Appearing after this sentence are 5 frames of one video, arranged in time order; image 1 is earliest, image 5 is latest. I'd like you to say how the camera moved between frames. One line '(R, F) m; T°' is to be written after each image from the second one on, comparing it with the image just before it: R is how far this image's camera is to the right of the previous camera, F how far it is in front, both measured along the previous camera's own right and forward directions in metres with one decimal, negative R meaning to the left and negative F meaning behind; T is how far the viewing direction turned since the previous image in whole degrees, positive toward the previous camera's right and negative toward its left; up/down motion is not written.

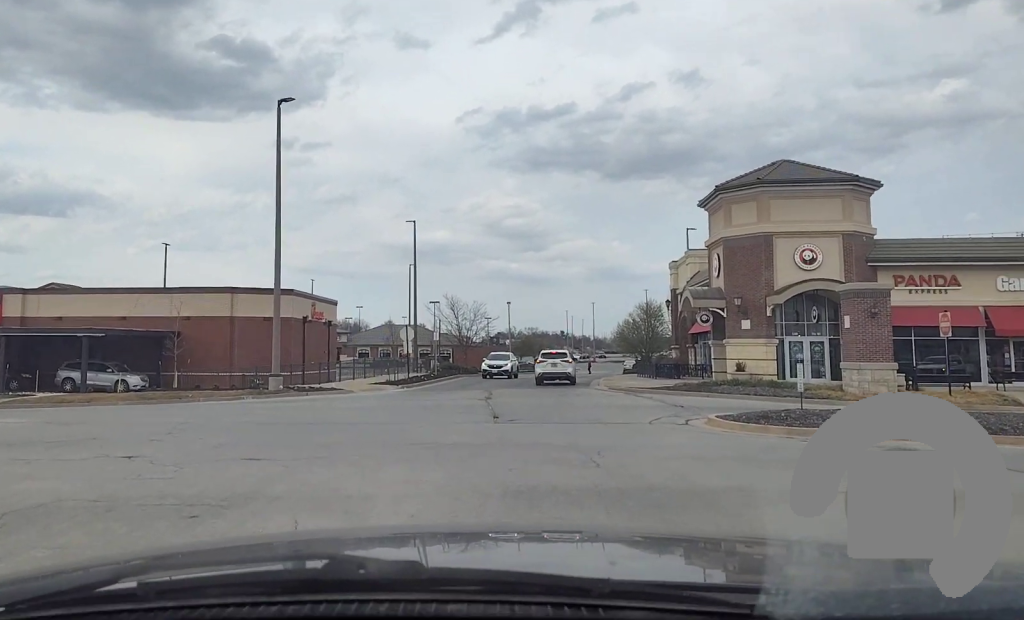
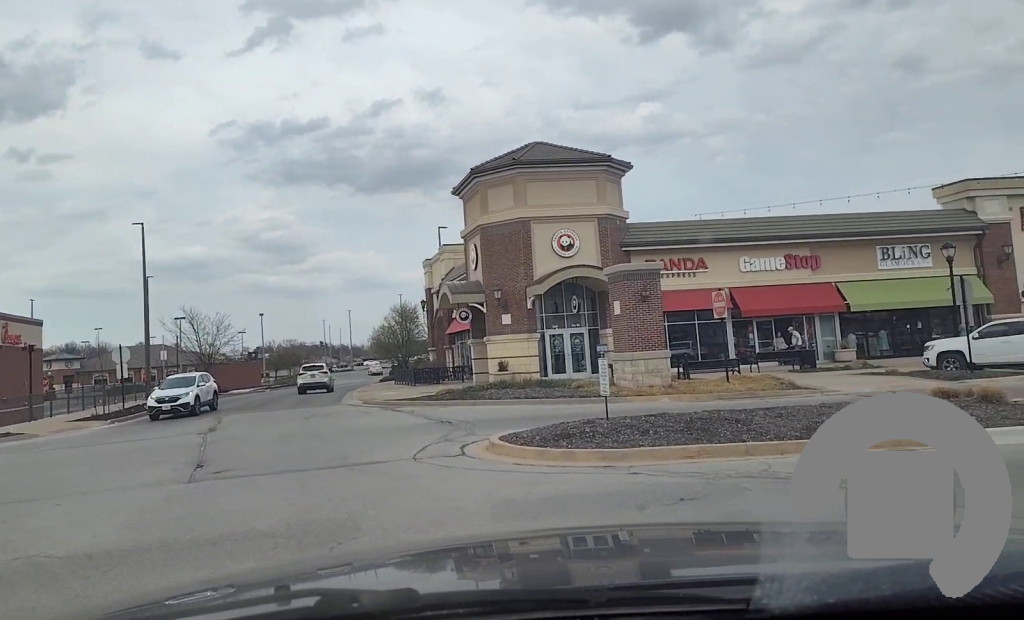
(+0.7, +6.0) m; +21°
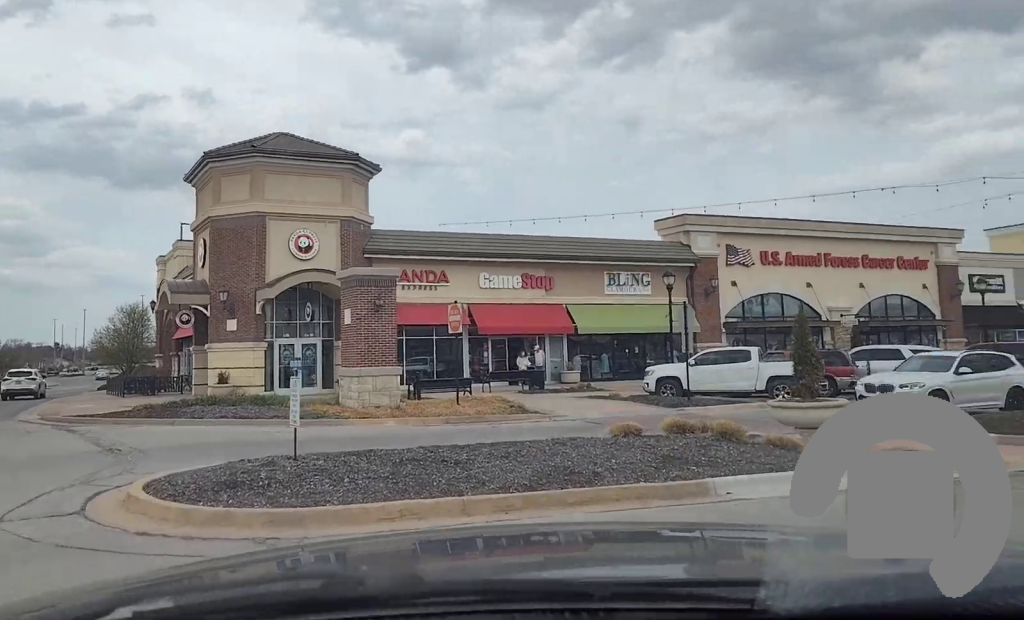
(+0.7, +3.8) m; +20°
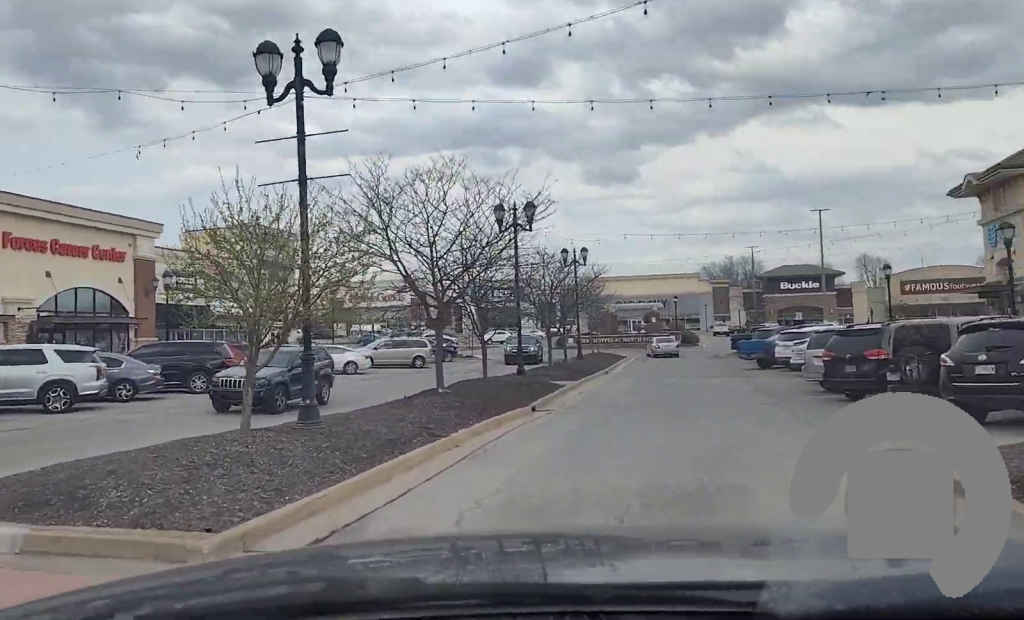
(+4.3, +9.9) m; +37°
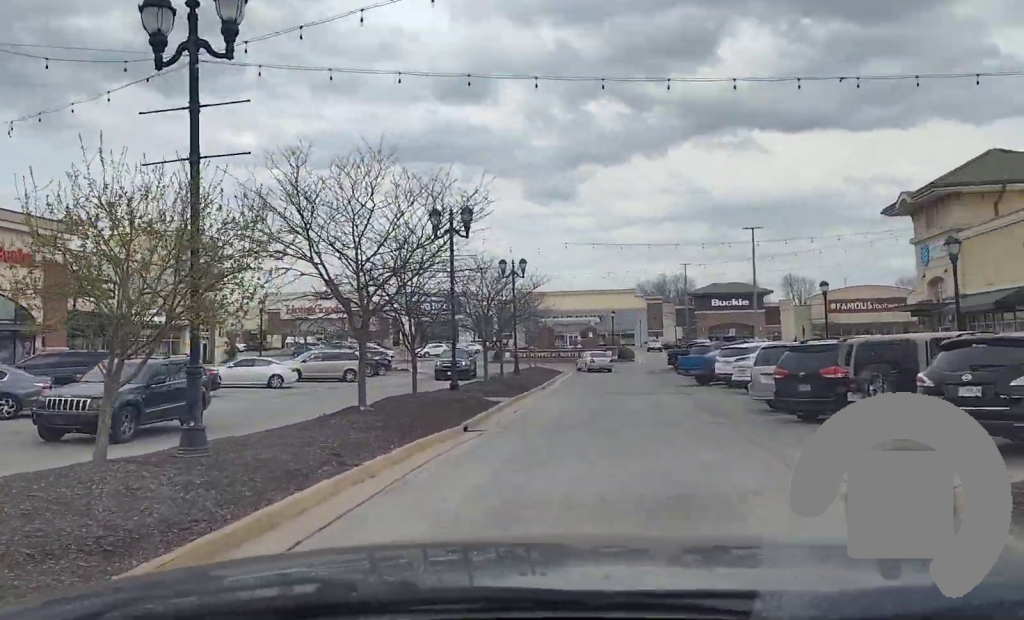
(0.0, +2.2) m; +2°
